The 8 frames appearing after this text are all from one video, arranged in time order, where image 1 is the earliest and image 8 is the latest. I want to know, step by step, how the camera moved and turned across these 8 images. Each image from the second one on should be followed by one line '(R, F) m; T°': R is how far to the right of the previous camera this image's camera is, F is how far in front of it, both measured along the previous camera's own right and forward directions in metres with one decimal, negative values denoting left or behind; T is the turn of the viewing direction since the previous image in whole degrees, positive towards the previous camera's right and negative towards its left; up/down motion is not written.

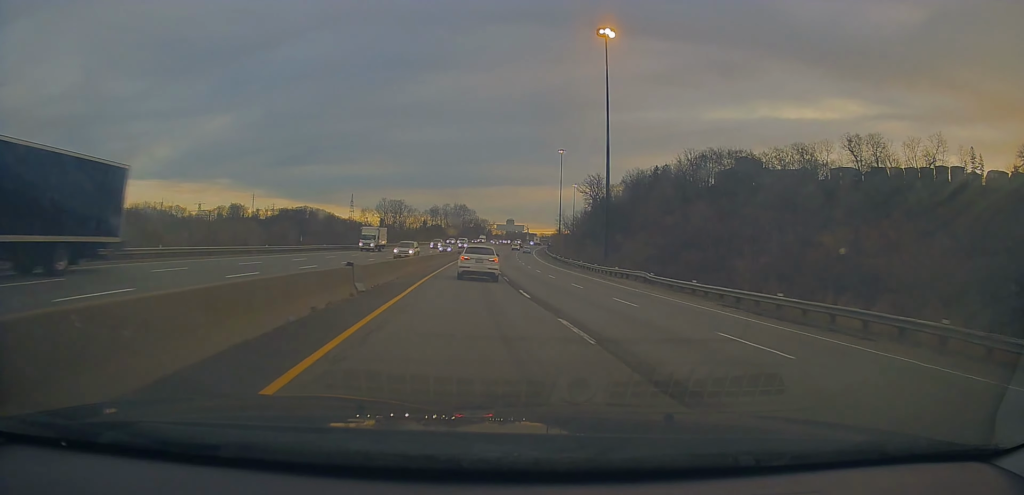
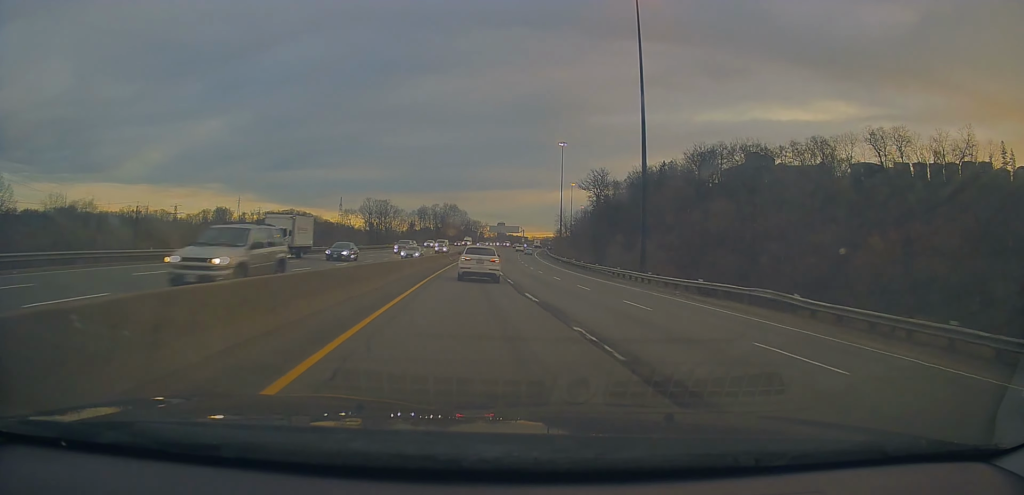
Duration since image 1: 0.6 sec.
(+0.6, +19.7) m; +1°
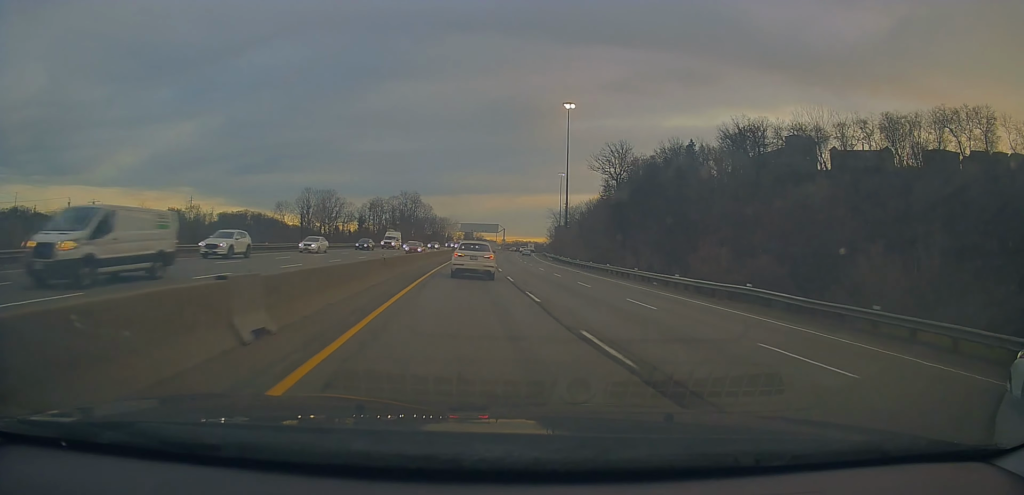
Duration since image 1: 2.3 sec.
(+1.0, +54.7) m; +2°
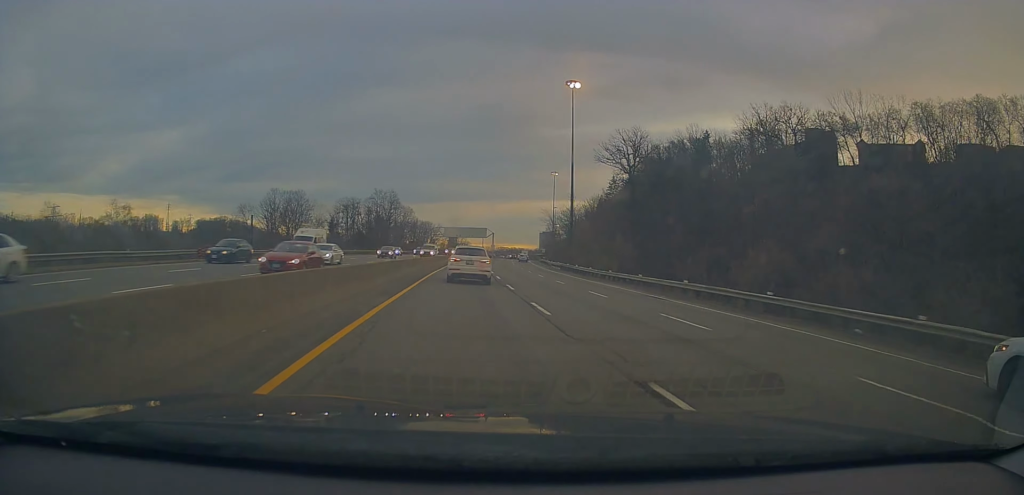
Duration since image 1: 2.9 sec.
(-0.1, +21.7) m; +2°
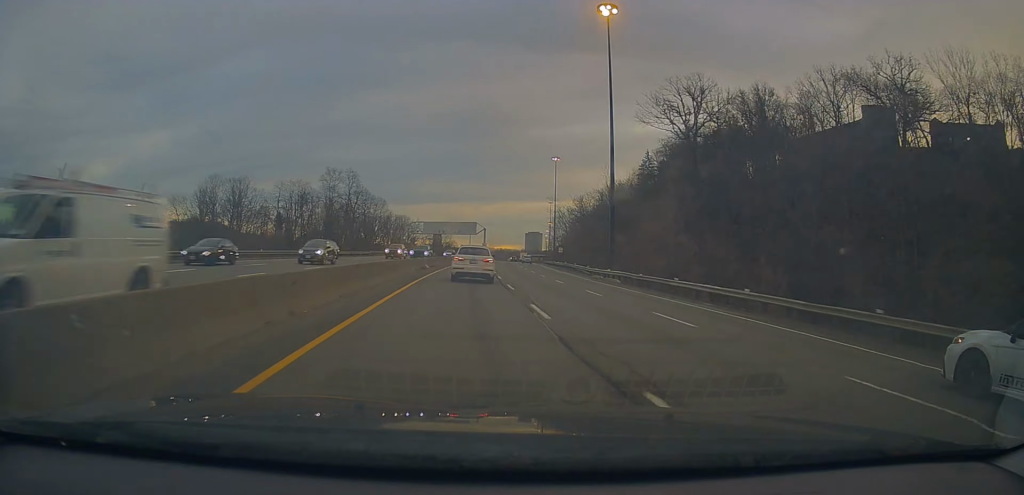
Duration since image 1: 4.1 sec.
(+1.4, +36.7) m; +3°
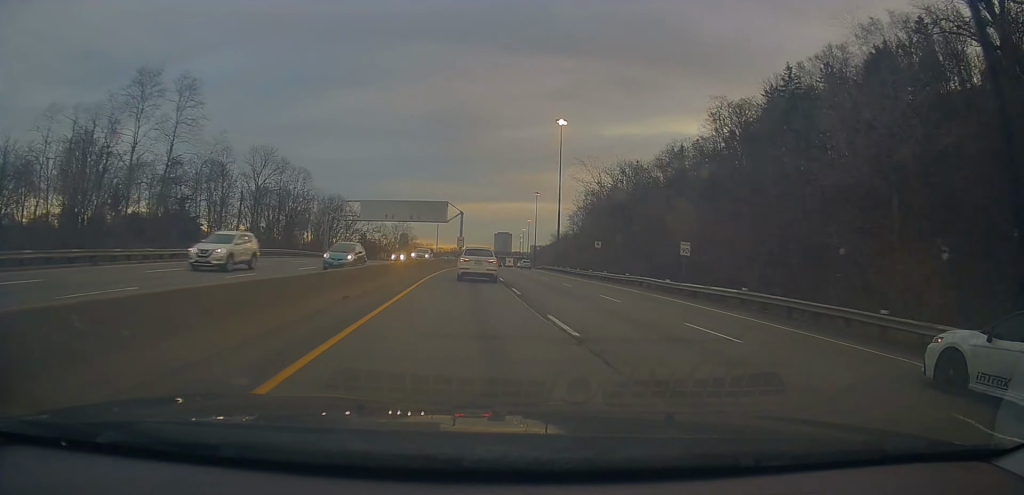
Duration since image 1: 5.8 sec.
(+0.2, +57.1) m; +2°
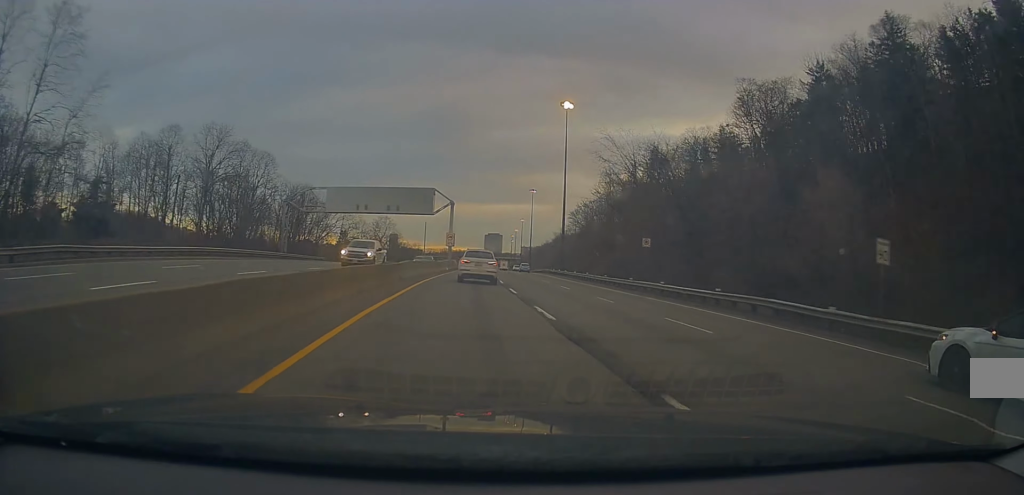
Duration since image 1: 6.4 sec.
(+0.3, +17.2) m; +2°
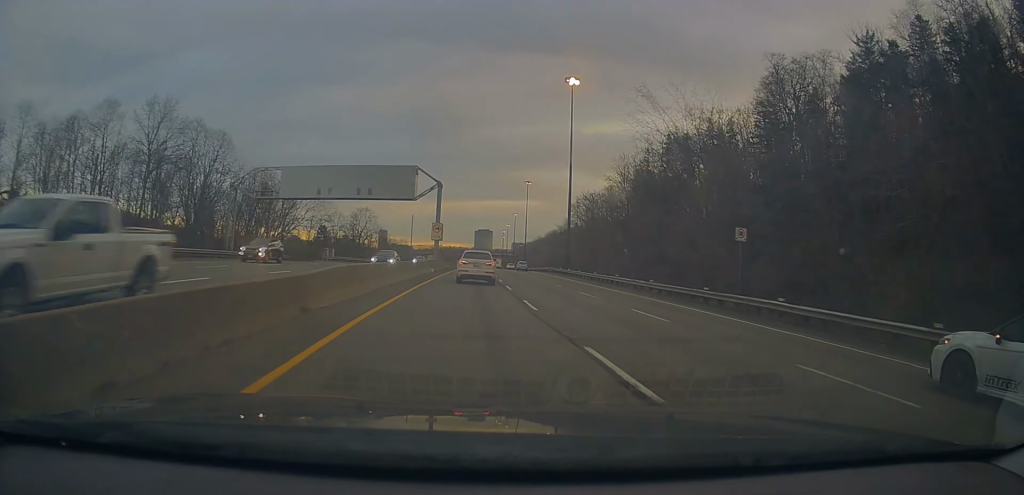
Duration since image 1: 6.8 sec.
(+0.3, +15.0) m; +2°
